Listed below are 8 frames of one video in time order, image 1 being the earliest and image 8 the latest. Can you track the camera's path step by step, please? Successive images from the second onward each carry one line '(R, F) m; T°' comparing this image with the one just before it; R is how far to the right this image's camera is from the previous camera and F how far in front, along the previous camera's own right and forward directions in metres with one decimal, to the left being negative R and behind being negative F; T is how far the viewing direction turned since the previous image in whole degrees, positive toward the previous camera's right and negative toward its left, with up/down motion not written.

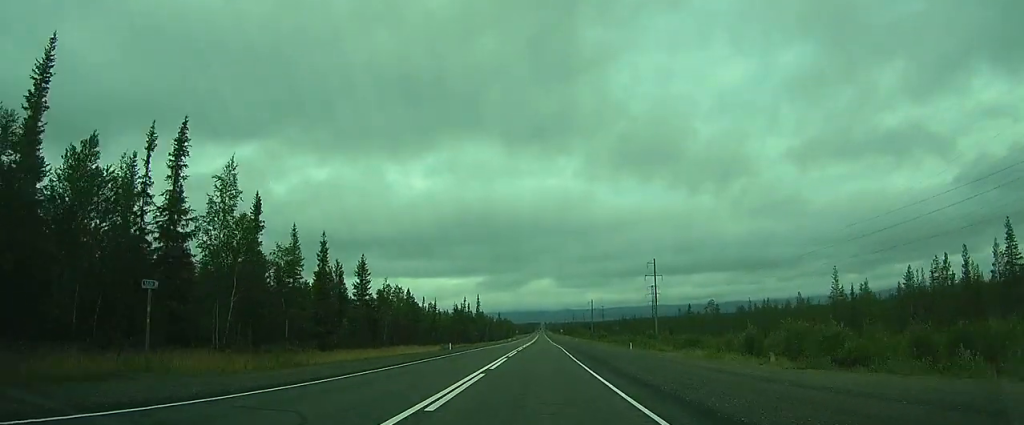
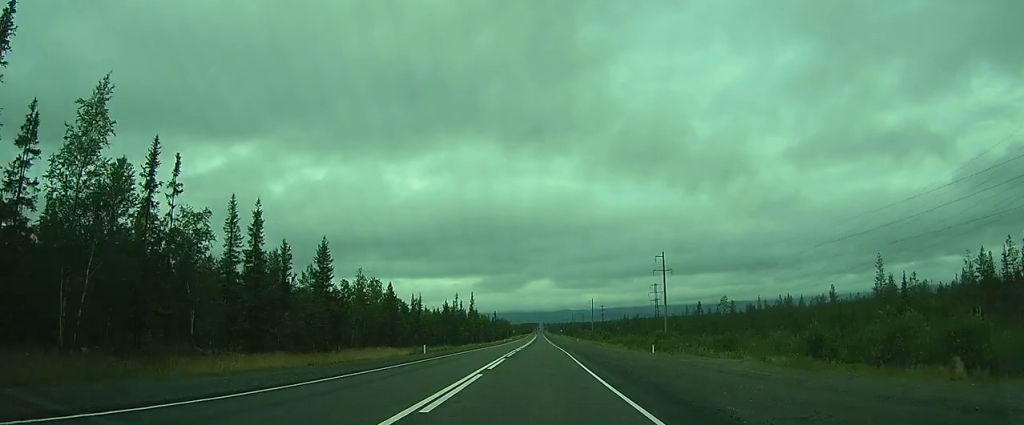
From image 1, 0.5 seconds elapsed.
(0.0, +11.1) m; 0°
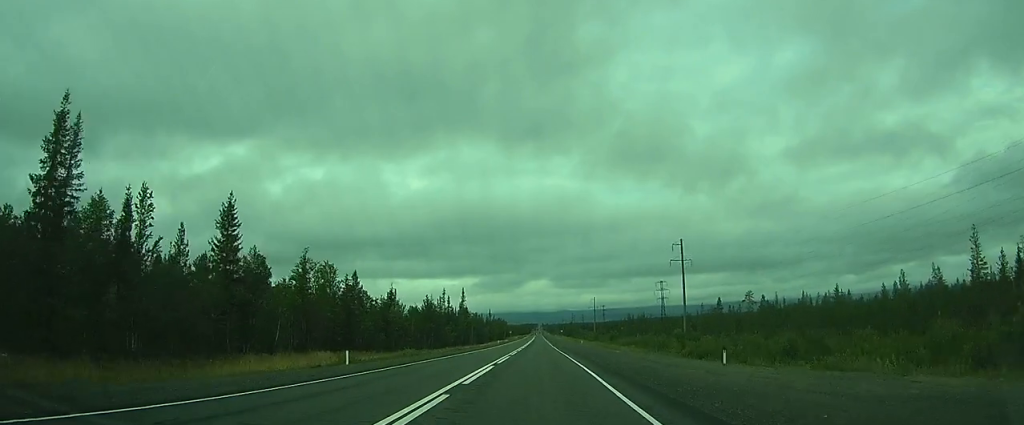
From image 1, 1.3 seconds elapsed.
(0.0, +16.5) m; 0°
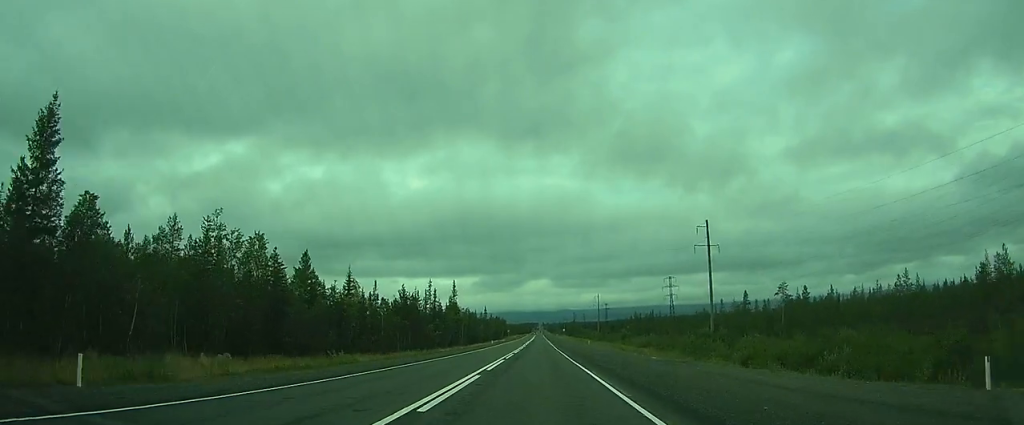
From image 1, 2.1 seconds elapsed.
(0.0, +15.7) m; 0°
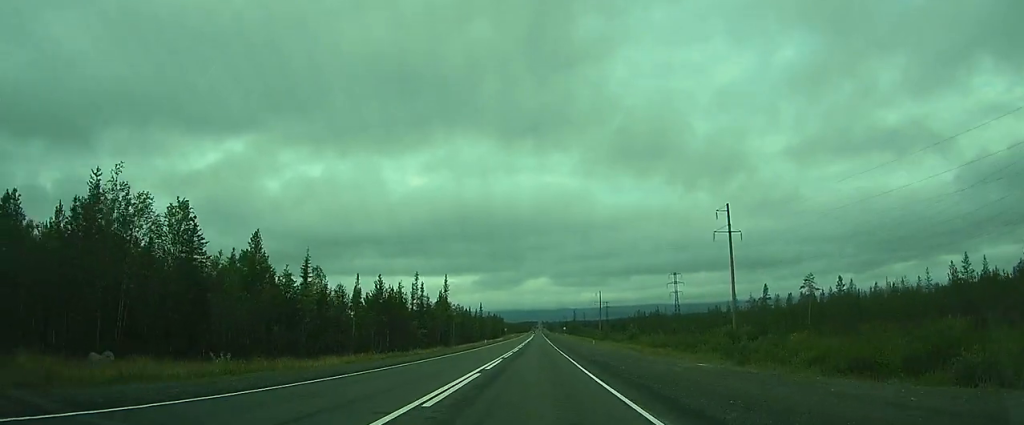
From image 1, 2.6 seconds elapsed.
(0.0, +10.2) m; 0°
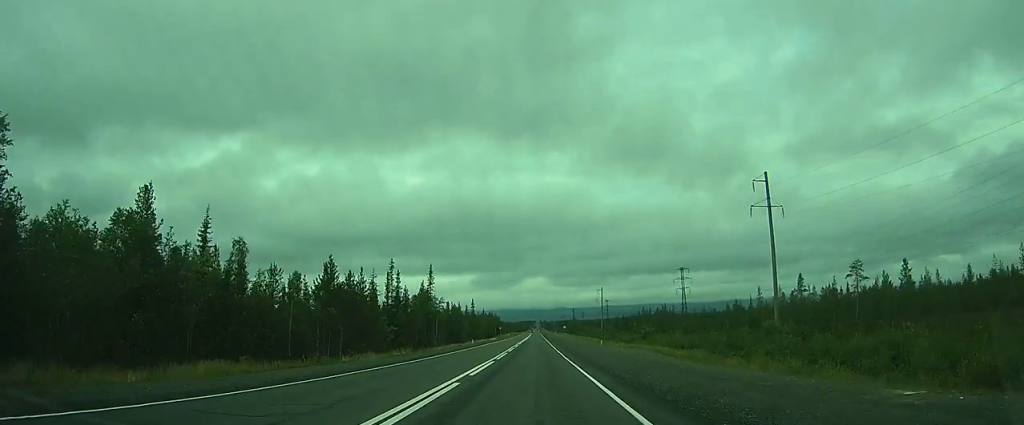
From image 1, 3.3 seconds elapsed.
(0.0, +14.3) m; 0°
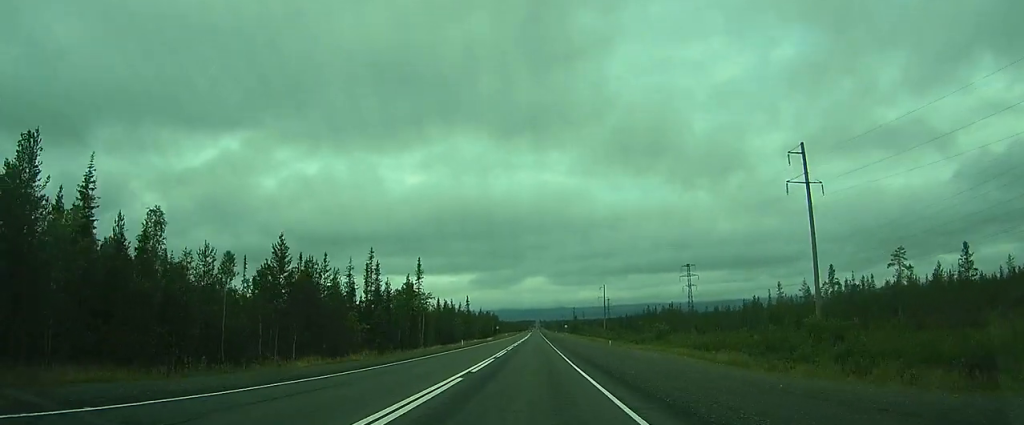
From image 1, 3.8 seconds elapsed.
(0.0, +9.6) m; 0°
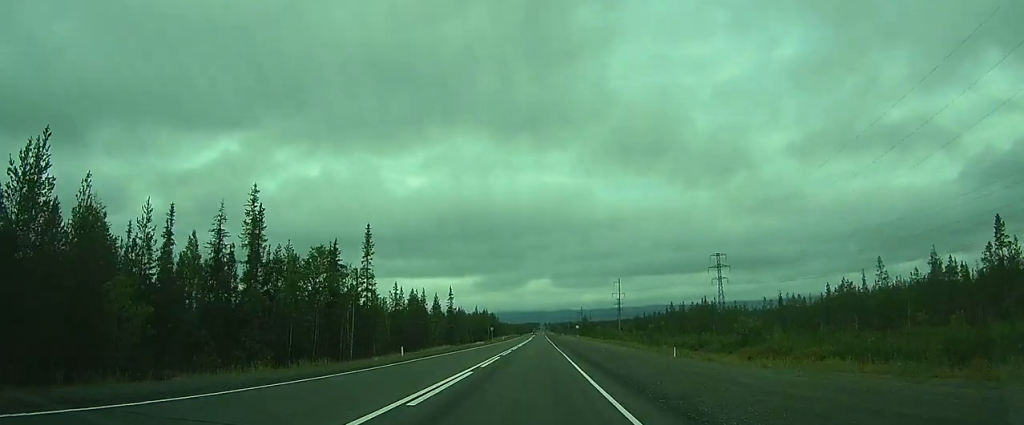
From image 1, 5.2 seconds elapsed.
(-0.2, +30.9) m; -1°
